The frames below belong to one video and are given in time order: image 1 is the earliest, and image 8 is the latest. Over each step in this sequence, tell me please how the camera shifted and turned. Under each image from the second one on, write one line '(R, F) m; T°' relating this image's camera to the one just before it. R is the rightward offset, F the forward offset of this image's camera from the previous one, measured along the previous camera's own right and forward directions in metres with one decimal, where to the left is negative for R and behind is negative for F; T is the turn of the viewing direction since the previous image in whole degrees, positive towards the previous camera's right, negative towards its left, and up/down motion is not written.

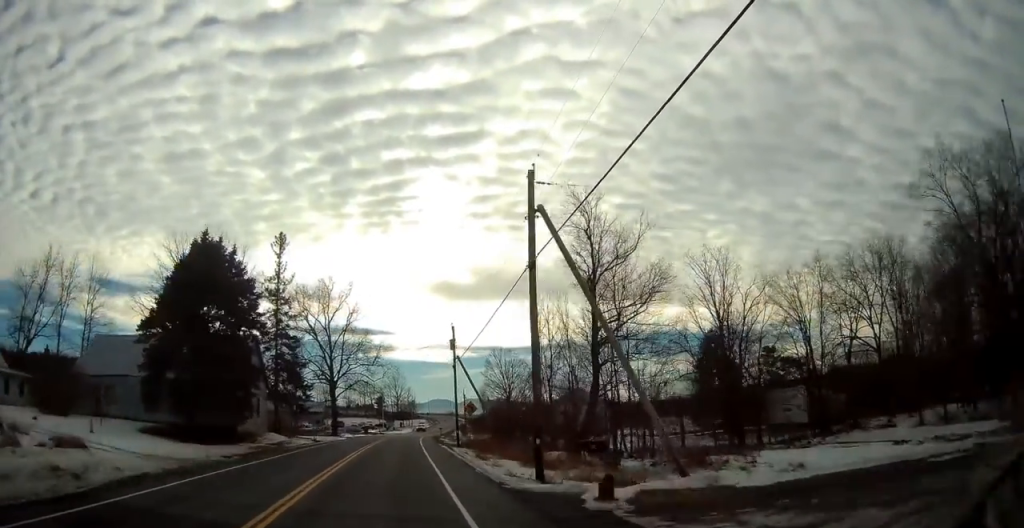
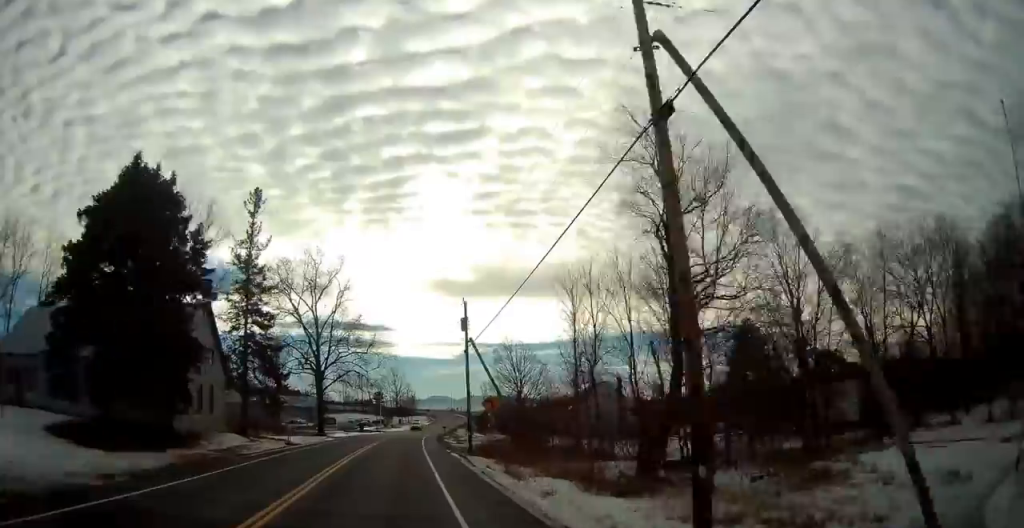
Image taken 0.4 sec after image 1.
(+0.1, +10.6) m; 0°
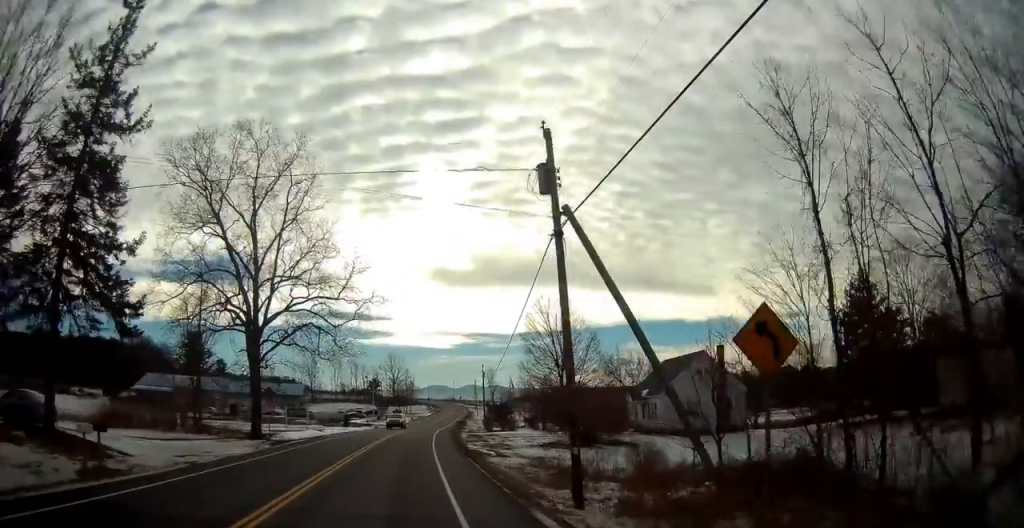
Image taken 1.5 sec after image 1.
(0.0, +25.4) m; +1°
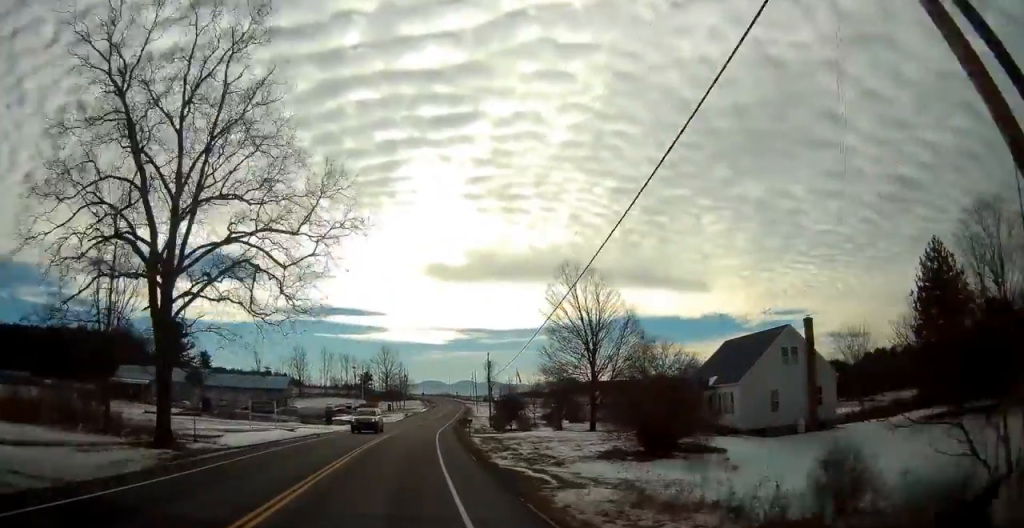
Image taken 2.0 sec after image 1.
(+0.1, +13.2) m; +1°
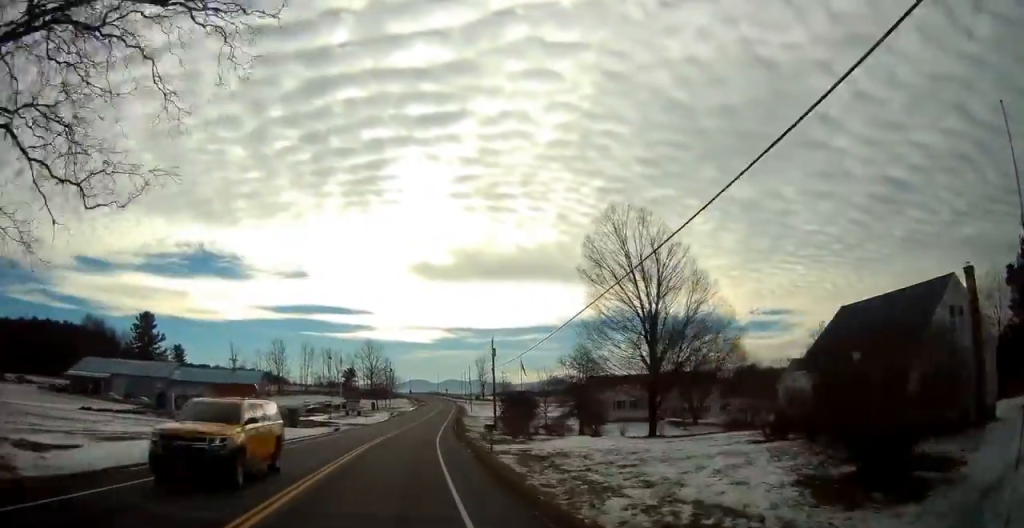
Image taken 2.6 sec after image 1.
(+0.2, +15.6) m; +1°
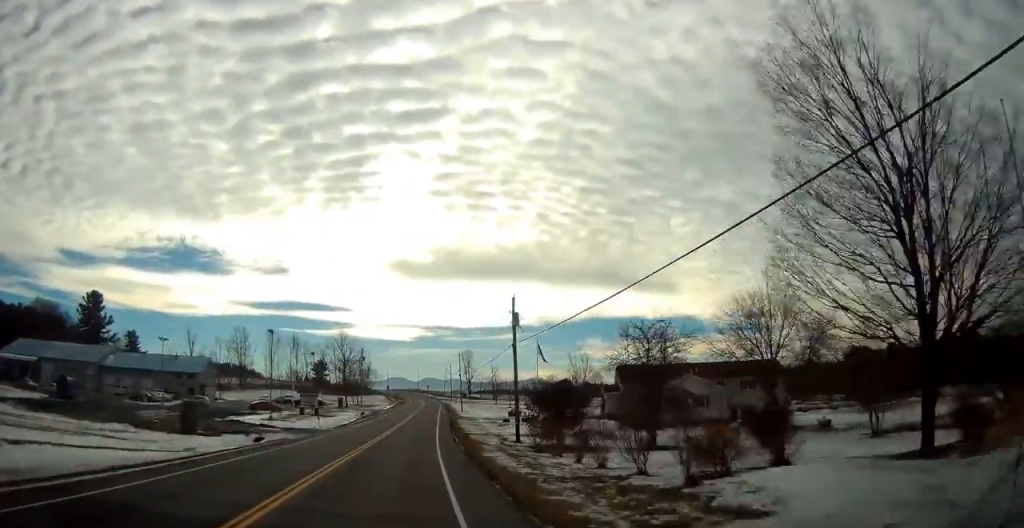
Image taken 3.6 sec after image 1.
(+0.3, +24.1) m; +2°
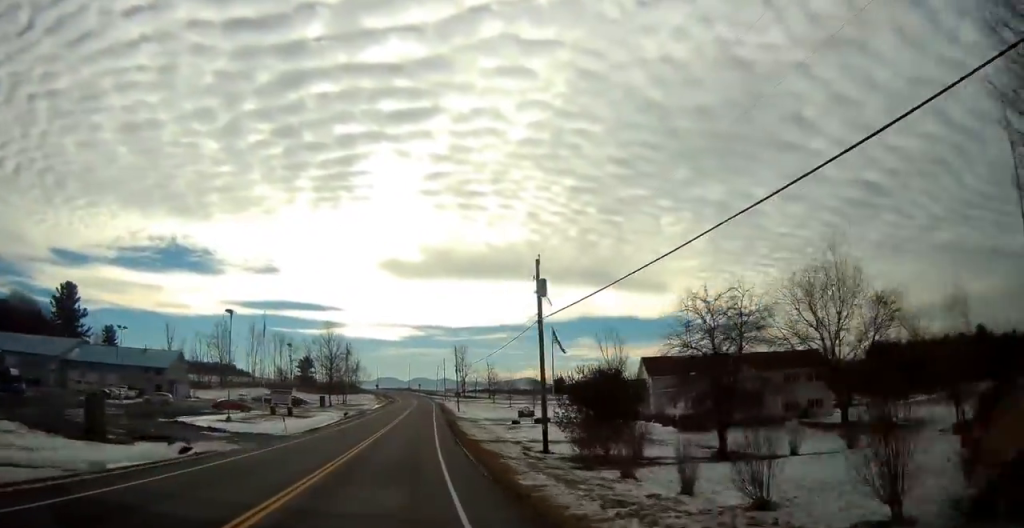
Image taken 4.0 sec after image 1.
(+0.2, +10.9) m; +1°
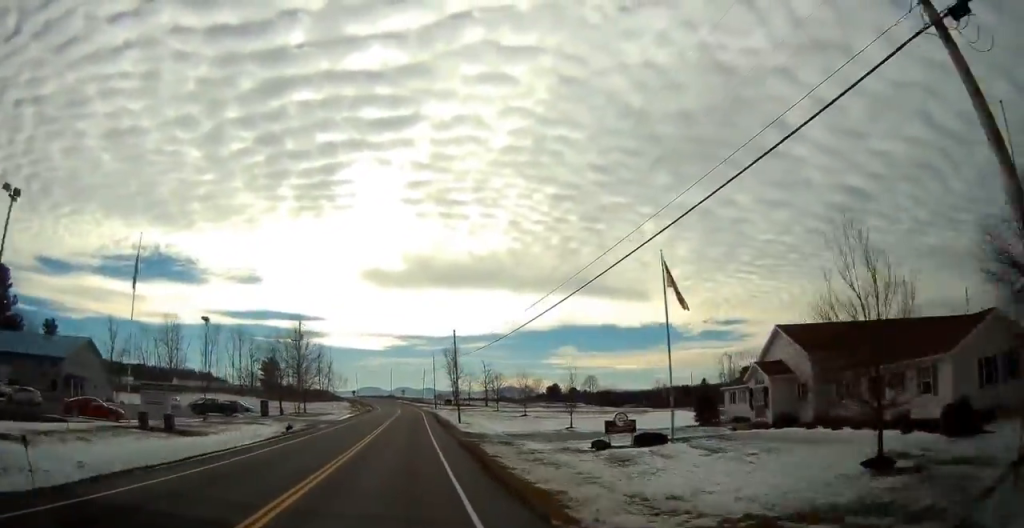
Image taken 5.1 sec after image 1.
(+0.5, +27.9) m; +1°
